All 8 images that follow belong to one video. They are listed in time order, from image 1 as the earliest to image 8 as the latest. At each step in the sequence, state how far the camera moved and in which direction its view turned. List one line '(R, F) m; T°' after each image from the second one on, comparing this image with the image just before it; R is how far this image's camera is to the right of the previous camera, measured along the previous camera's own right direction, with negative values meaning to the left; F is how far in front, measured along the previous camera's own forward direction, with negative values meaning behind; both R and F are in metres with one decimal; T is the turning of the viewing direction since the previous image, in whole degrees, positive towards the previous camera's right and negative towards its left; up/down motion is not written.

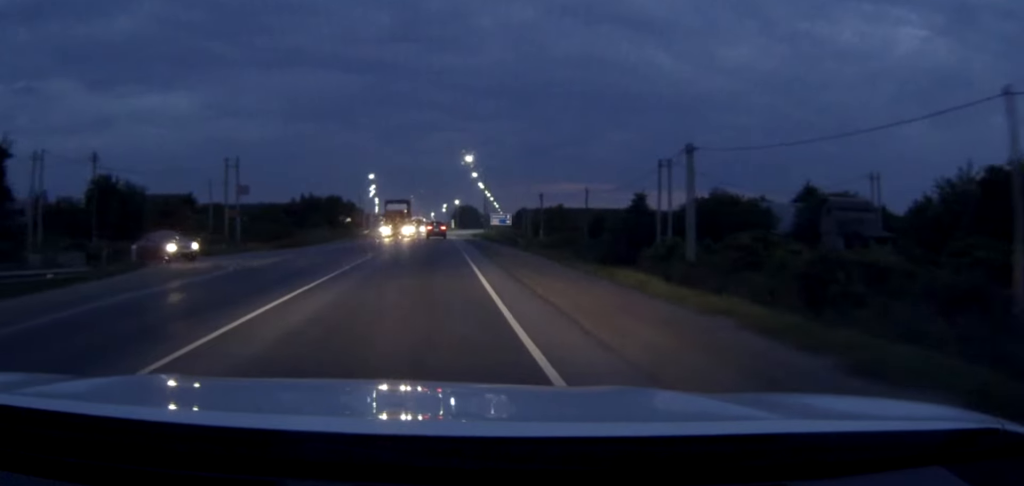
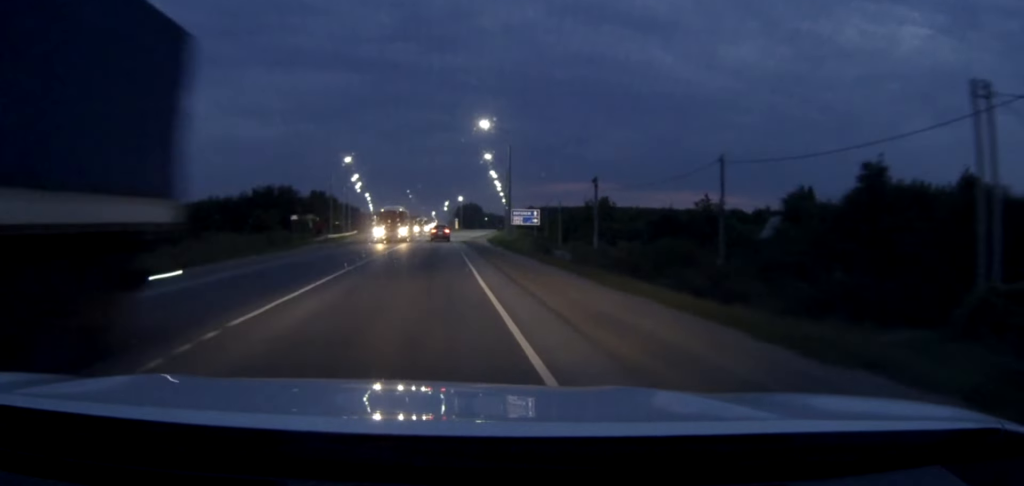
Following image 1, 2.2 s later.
(+0.6, +37.4) m; +1°
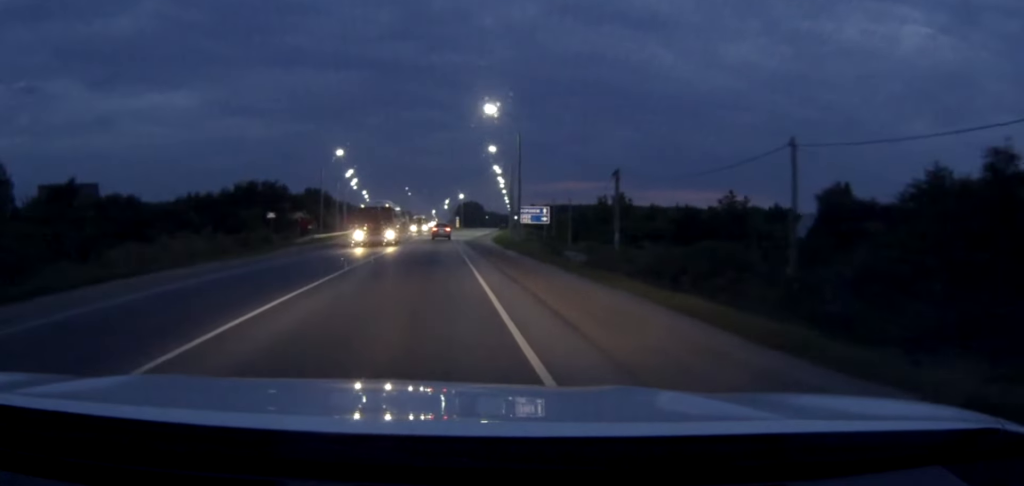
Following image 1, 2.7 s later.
(-0.1, +8.6) m; -1°
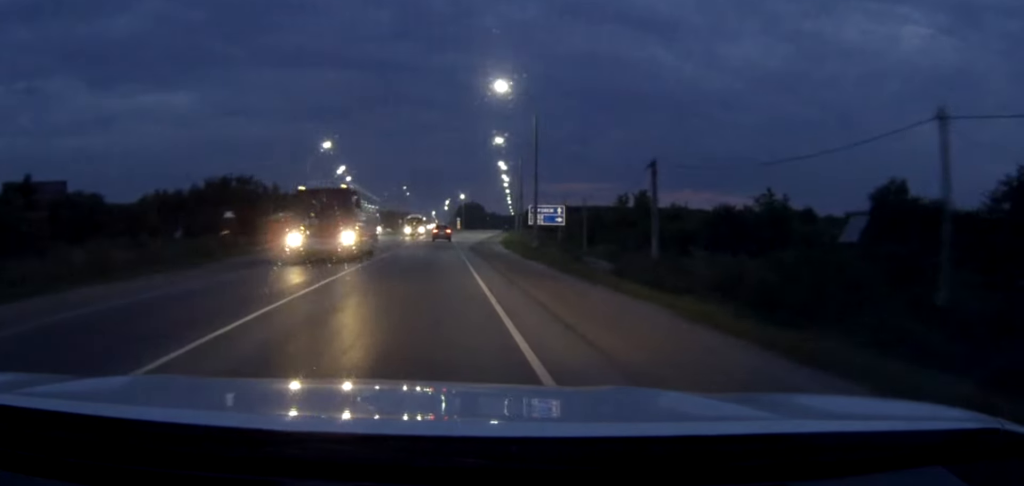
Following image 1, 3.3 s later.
(-0.1, +11.1) m; 0°
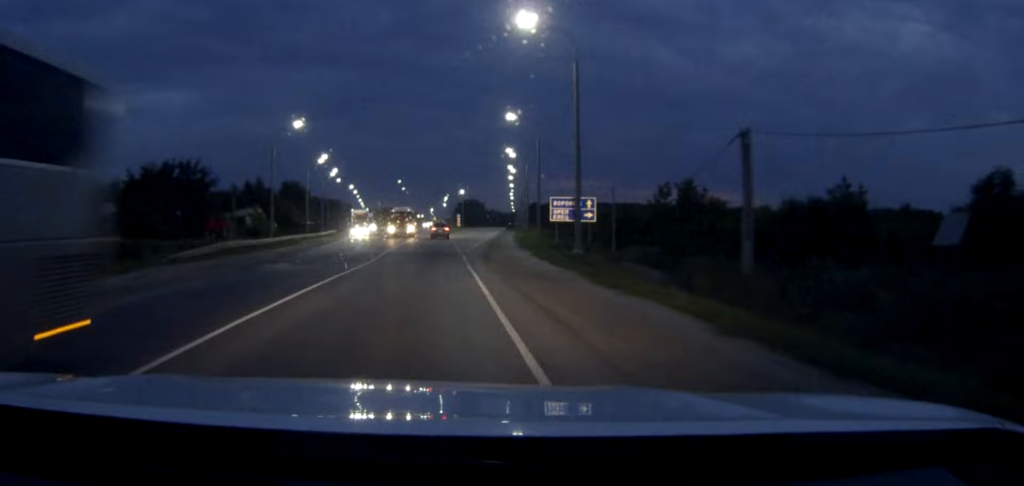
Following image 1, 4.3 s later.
(0.0, +16.7) m; 0°
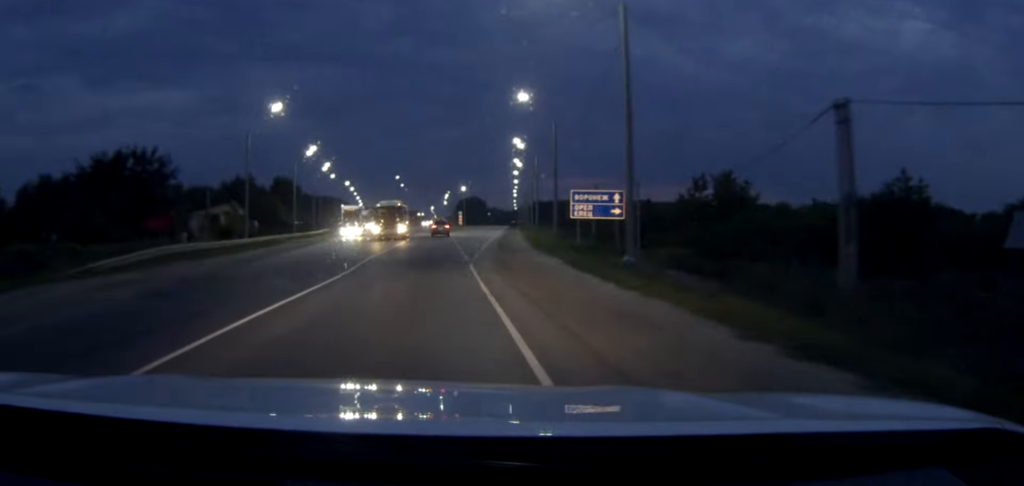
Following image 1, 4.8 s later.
(0.0, +9.6) m; 0°
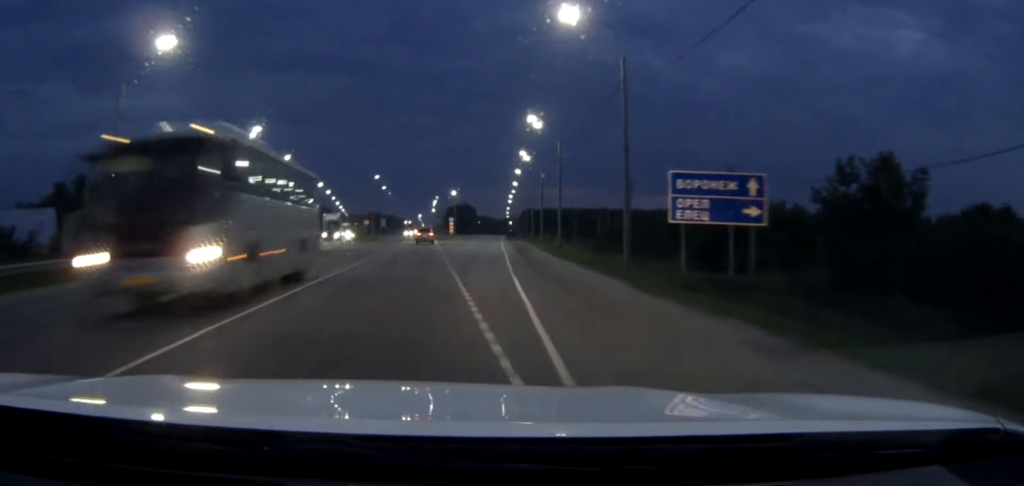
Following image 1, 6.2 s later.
(+0.1, +24.8) m; +1°
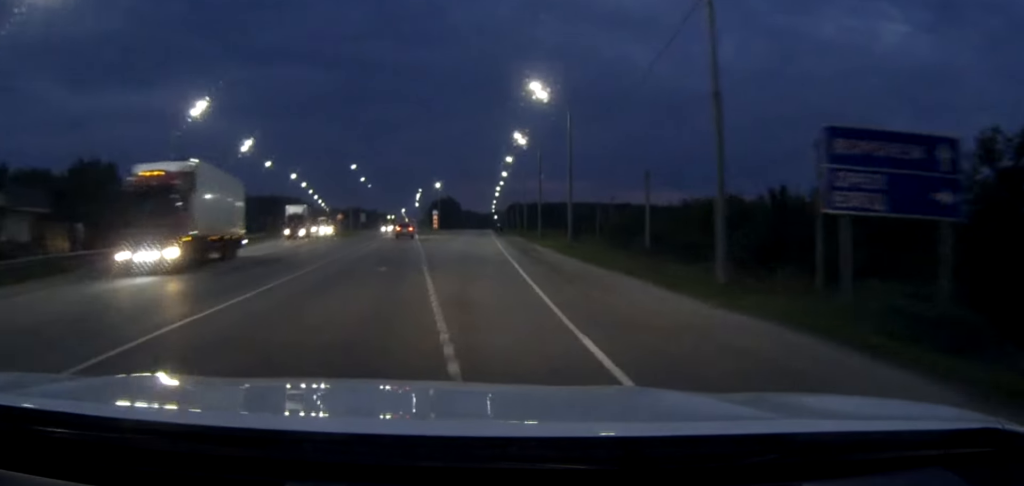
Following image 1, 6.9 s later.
(-0.1, +12.8) m; +1°
